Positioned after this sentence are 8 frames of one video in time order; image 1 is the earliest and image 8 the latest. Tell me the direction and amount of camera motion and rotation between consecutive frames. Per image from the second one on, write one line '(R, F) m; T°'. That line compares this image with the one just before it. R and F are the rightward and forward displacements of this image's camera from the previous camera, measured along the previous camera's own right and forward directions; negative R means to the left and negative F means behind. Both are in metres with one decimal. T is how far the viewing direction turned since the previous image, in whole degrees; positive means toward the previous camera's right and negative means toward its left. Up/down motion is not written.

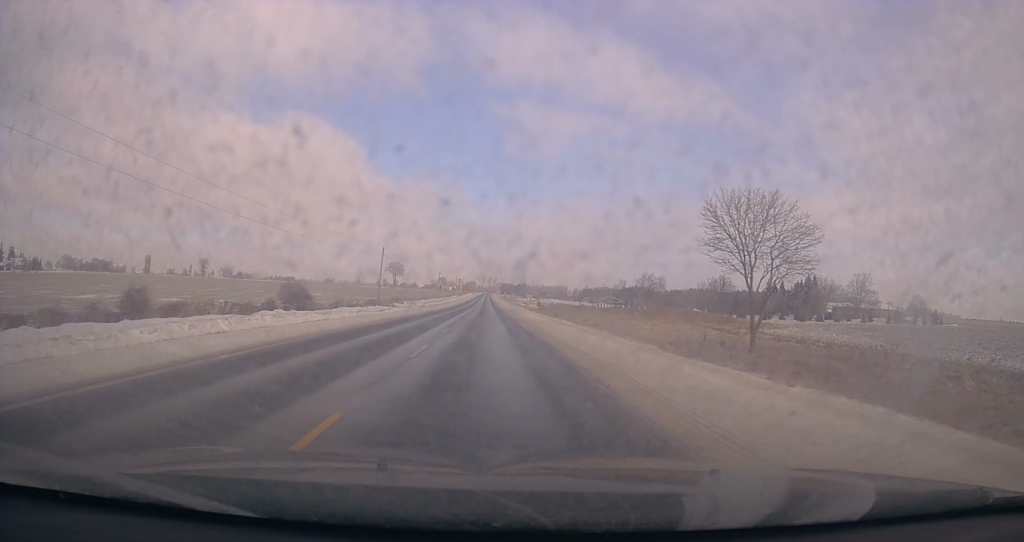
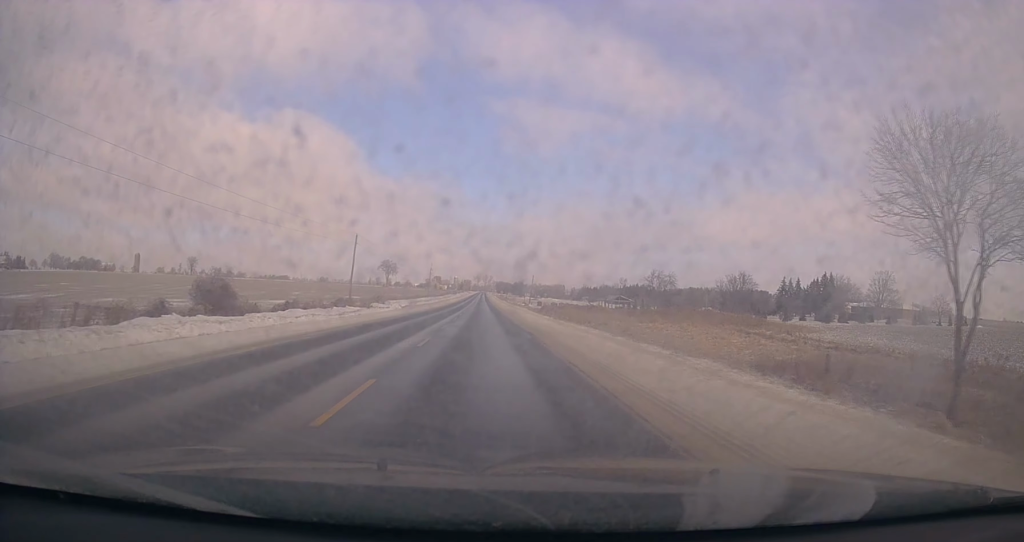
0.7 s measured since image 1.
(+0.2, +16.6) m; 0°
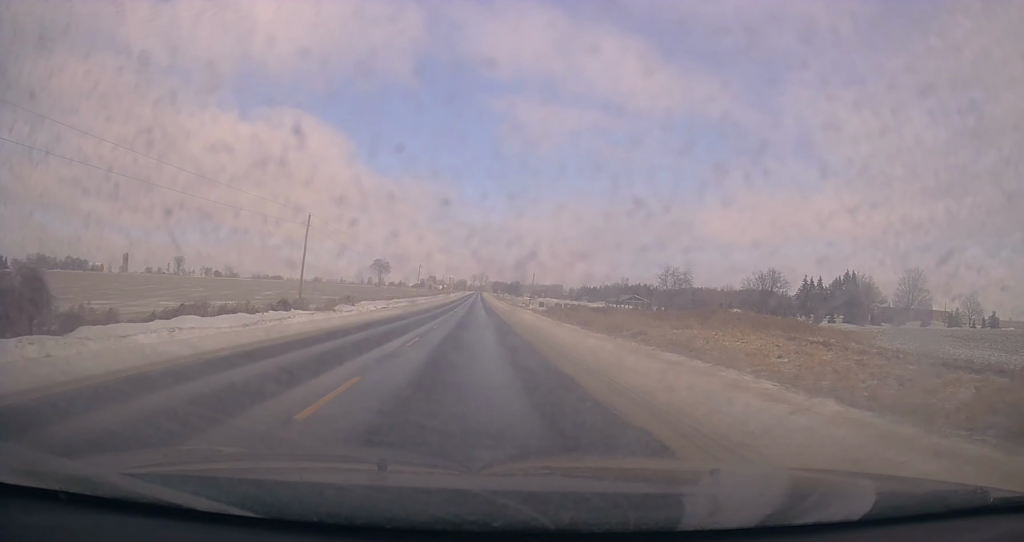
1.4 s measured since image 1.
(-0.2, +17.9) m; 0°
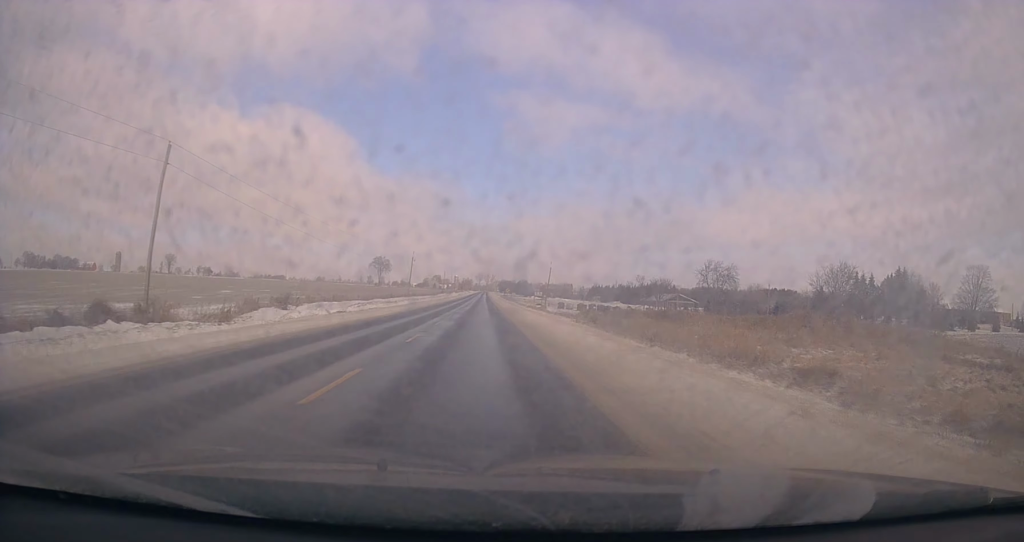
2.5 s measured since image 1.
(+0.1, +27.2) m; 0°
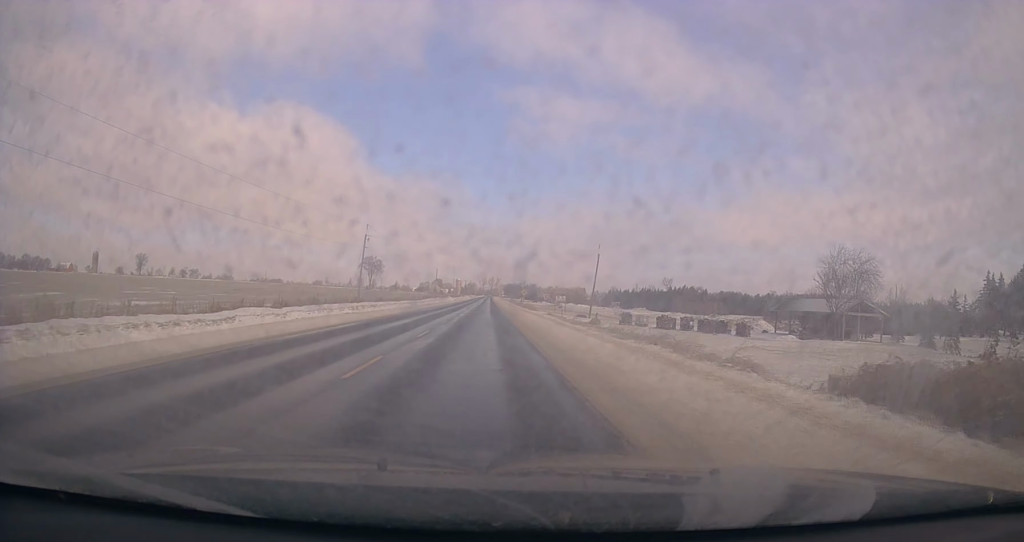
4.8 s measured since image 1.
(-0.6, +53.2) m; -1°
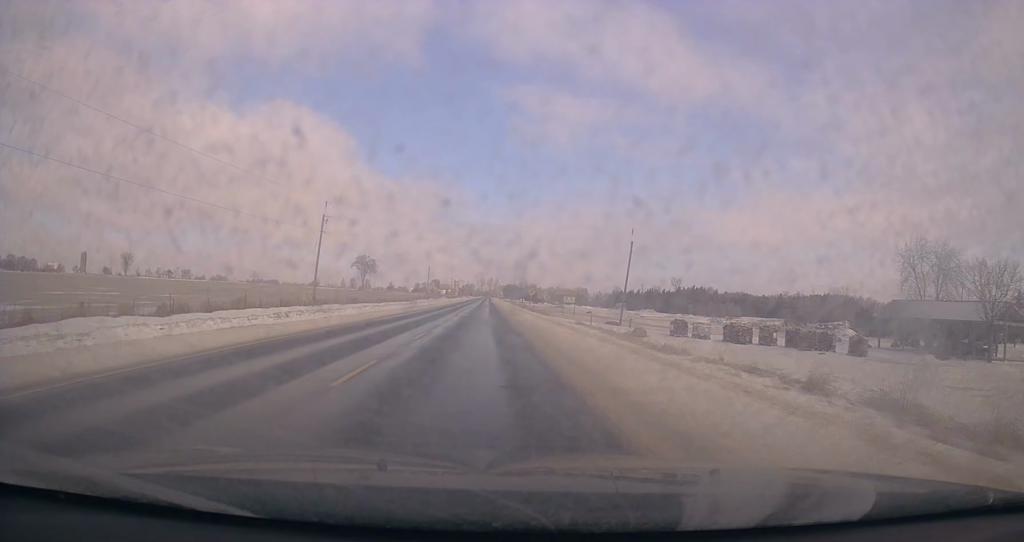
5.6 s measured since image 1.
(0.0, +19.1) m; +1°
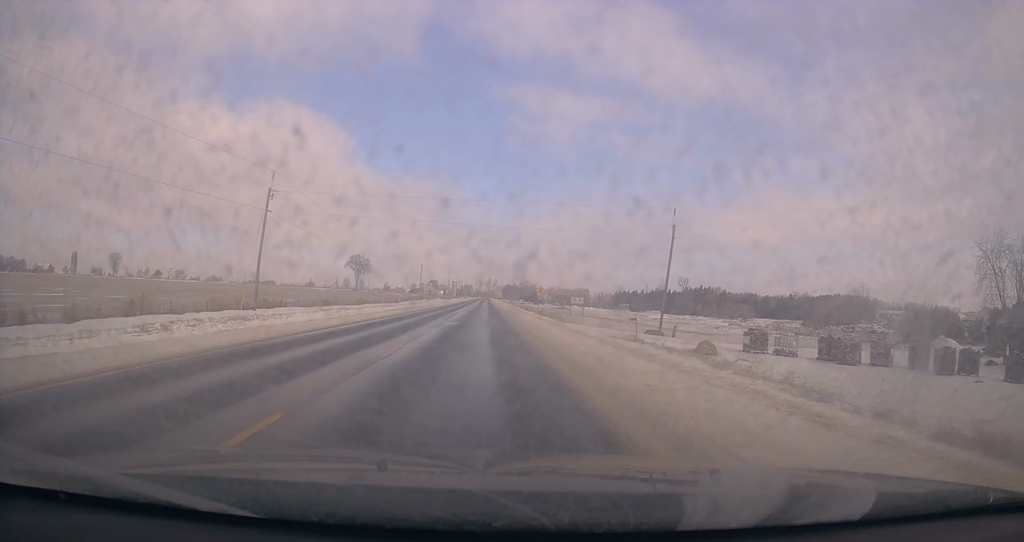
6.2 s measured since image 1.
(+0.1, +13.8) m; 0°
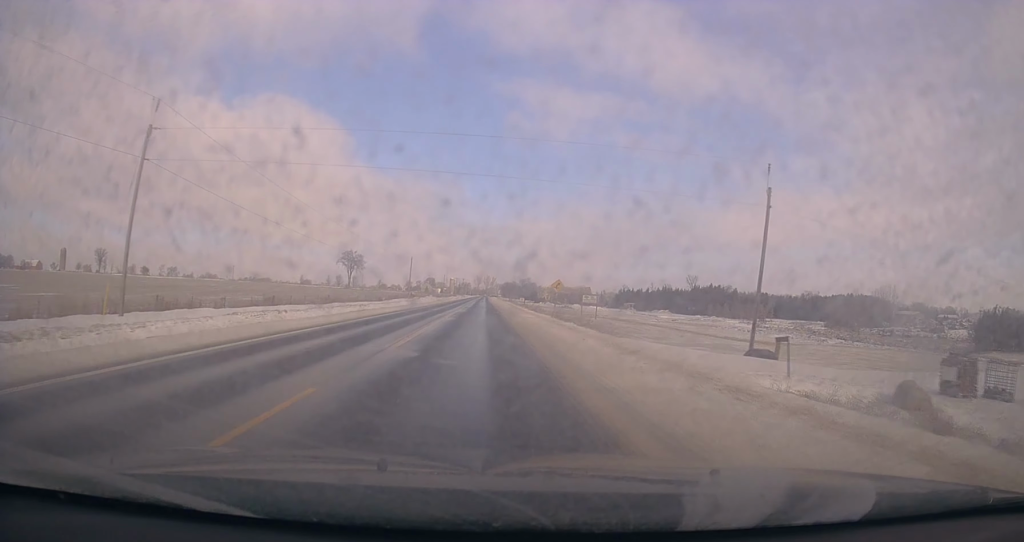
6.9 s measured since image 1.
(+0.2, +16.7) m; 0°
